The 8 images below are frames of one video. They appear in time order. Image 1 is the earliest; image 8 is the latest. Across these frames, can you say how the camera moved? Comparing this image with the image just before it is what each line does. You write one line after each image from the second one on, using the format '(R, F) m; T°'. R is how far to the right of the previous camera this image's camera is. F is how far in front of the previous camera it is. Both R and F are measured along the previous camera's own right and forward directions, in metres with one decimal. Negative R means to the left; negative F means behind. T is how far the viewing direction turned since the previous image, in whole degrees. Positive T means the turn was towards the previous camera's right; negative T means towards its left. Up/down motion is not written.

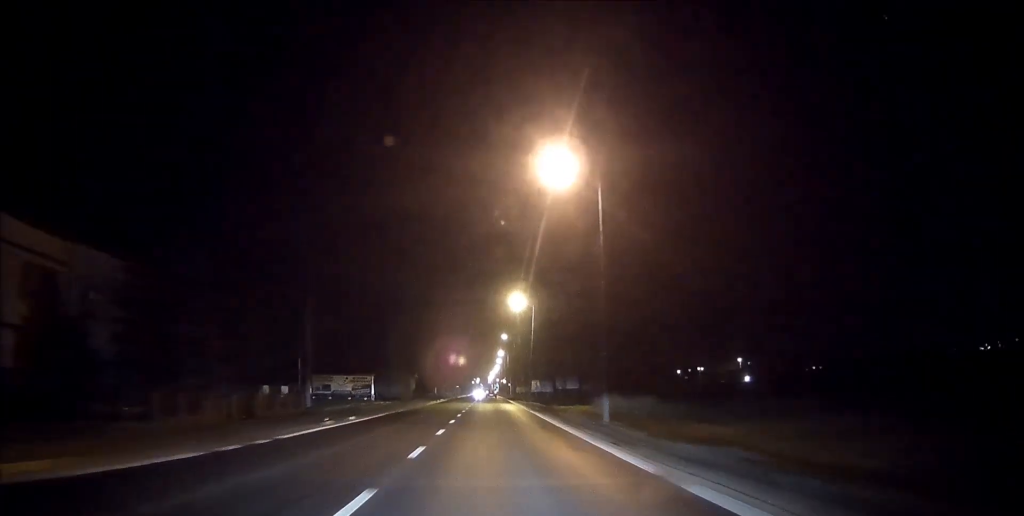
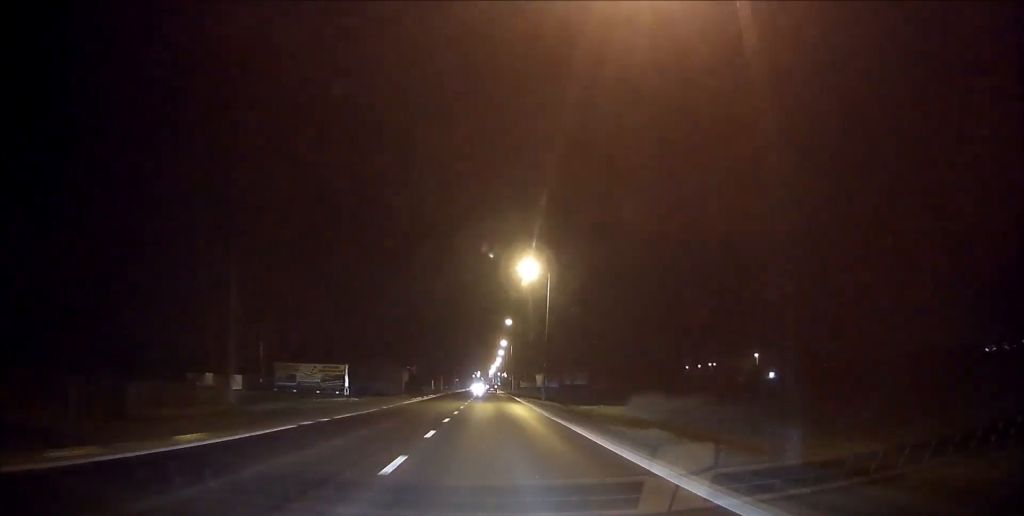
(0.0, +14.8) m; 0°
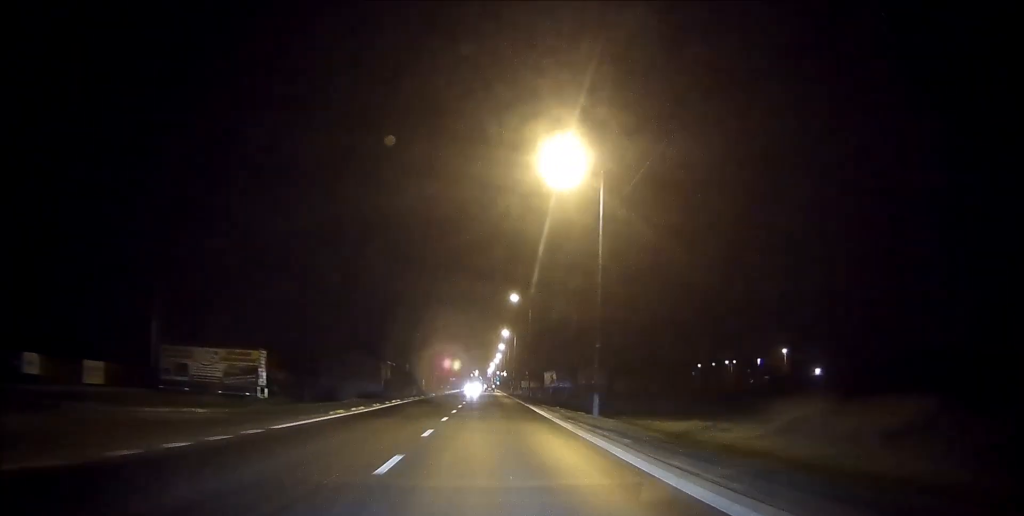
(-0.1, +23.7) m; 0°
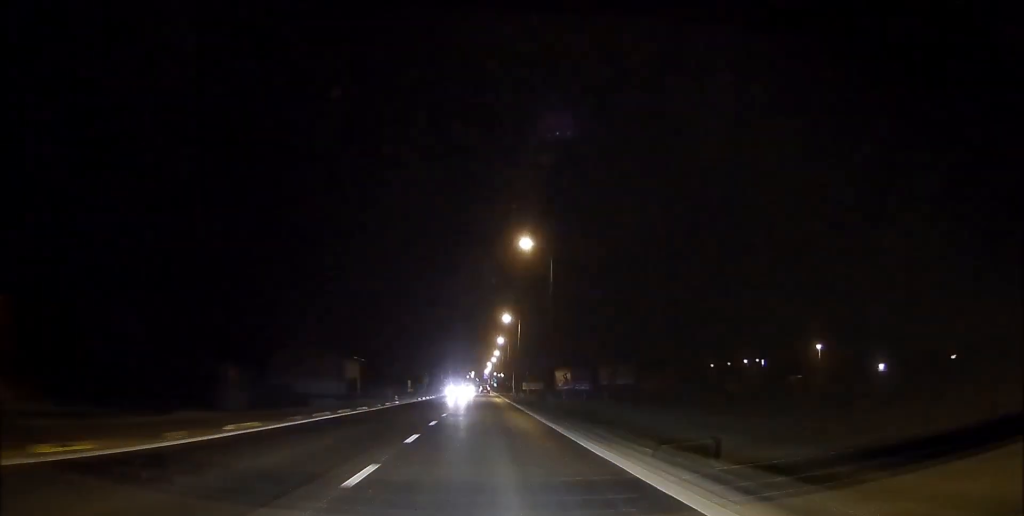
(+0.1, +24.9) m; +1°
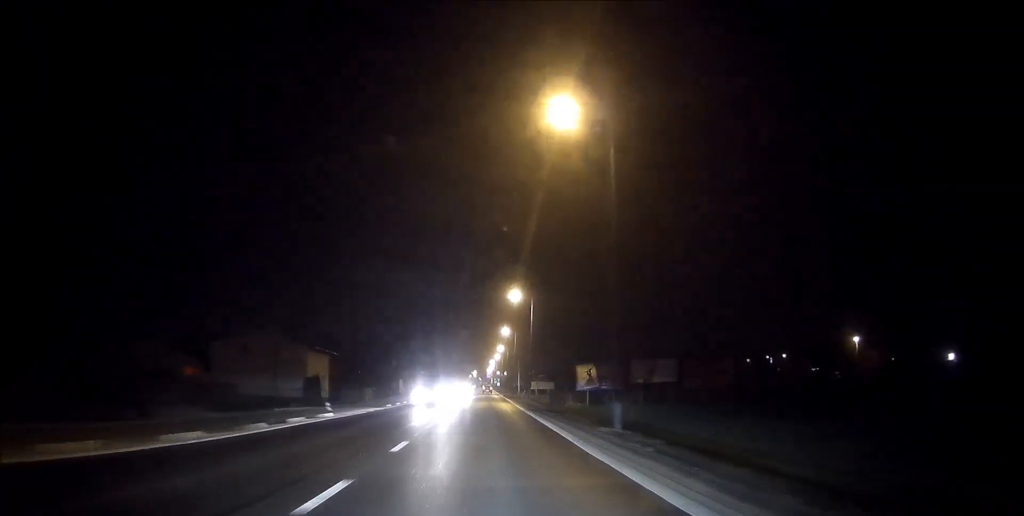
(0.0, +19.0) m; 0°
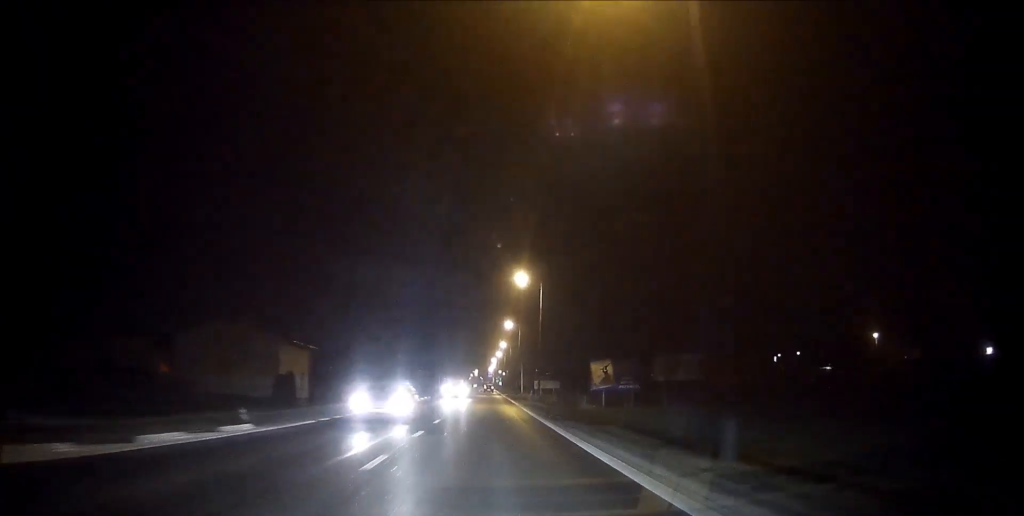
(-0.1, +8.8) m; 0°
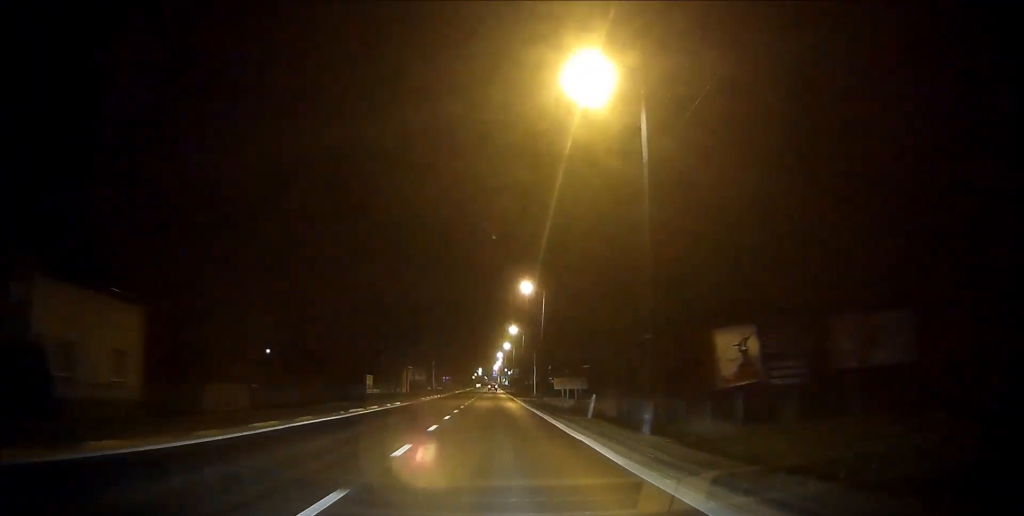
(-0.2, +33.3) m; 0°
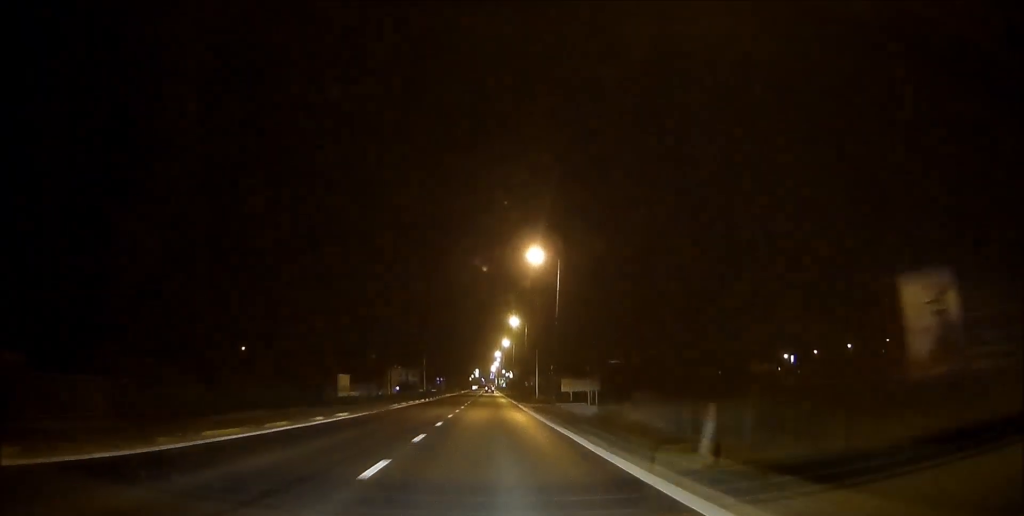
(-0.1, +14.4) m; 0°
